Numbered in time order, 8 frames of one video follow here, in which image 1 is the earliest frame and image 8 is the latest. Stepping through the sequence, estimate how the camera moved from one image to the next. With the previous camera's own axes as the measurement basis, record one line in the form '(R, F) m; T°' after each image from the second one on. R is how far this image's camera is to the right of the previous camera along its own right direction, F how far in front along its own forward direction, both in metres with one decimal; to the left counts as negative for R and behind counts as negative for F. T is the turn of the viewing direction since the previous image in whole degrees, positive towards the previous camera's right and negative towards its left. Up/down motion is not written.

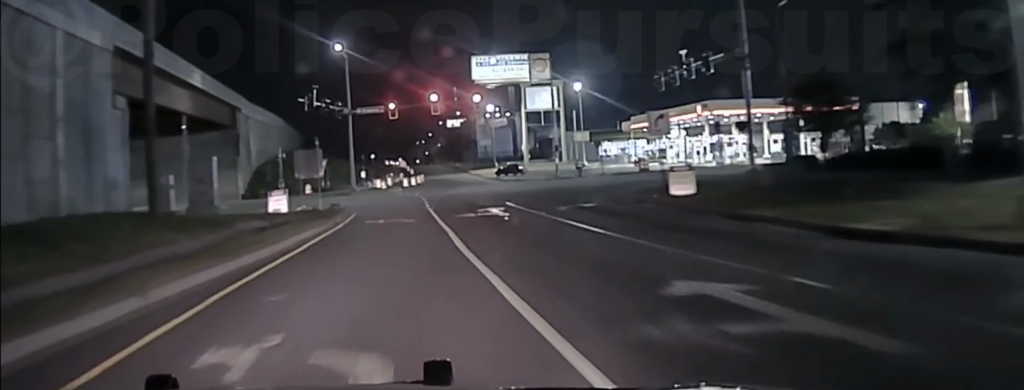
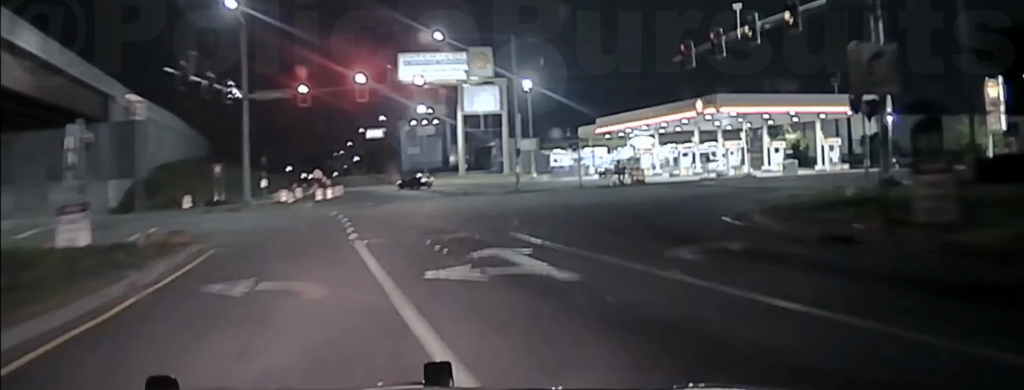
(+0.5, +16.9) m; +4°
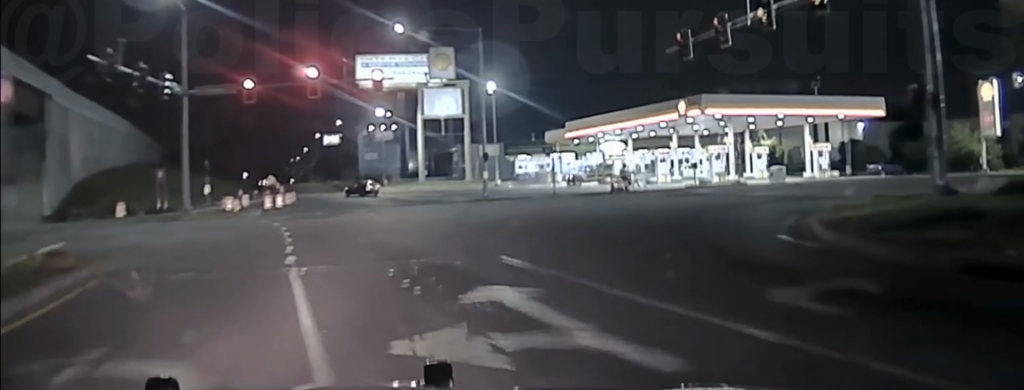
(+0.2, +5.5) m; +1°
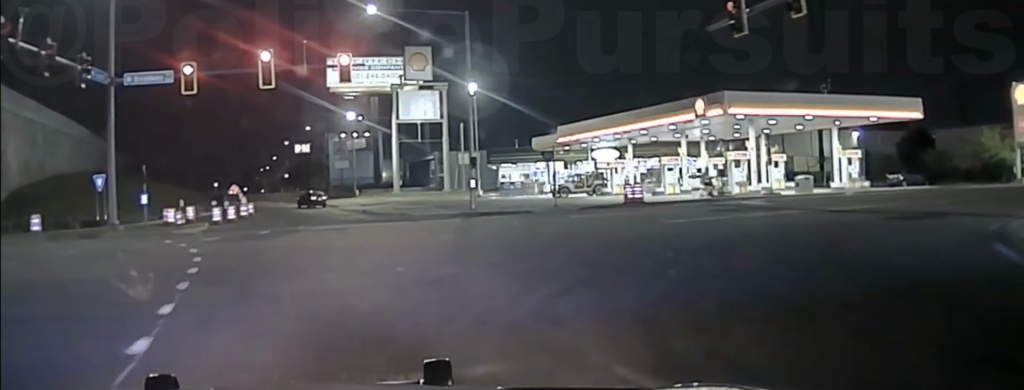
(+0.3, +10.5) m; +3°
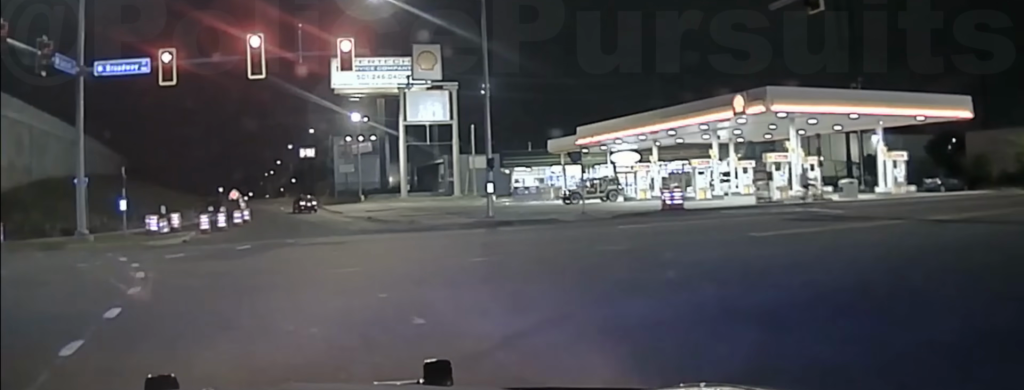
(+0.1, +6.0) m; +1°
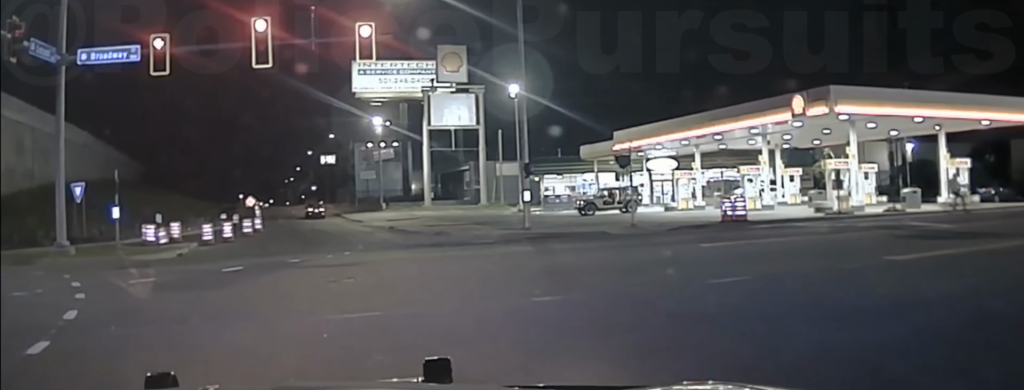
(0.0, +6.7) m; -4°
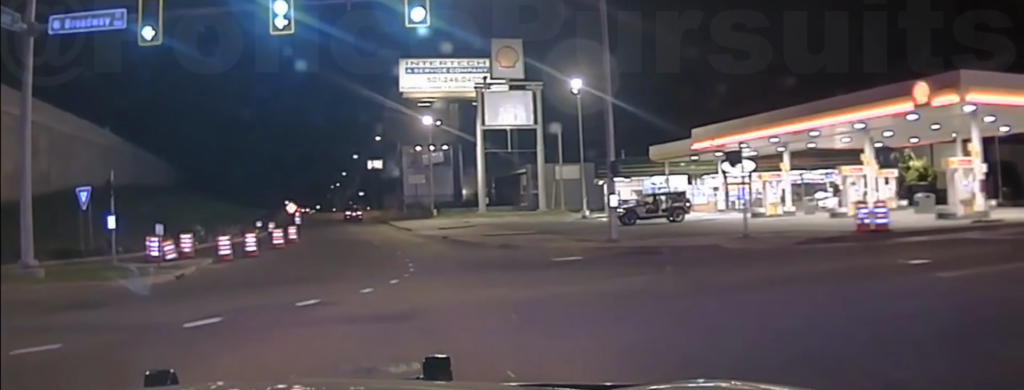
(-0.3, +7.1) m; -3°
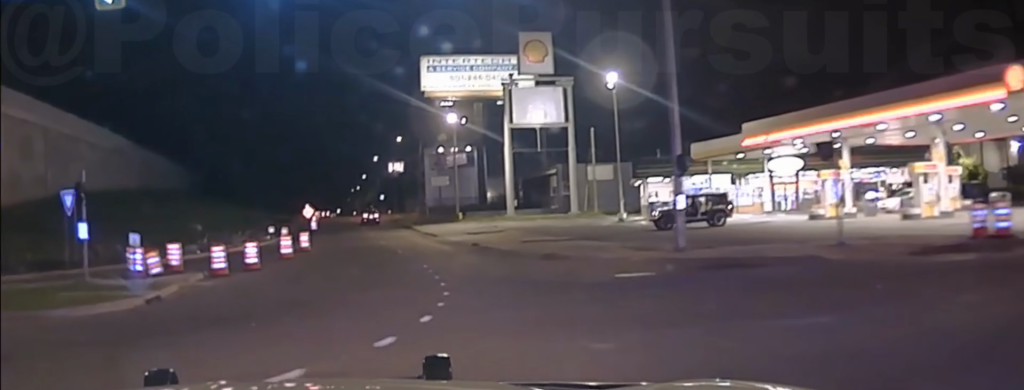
(0.0, +4.1) m; 0°
